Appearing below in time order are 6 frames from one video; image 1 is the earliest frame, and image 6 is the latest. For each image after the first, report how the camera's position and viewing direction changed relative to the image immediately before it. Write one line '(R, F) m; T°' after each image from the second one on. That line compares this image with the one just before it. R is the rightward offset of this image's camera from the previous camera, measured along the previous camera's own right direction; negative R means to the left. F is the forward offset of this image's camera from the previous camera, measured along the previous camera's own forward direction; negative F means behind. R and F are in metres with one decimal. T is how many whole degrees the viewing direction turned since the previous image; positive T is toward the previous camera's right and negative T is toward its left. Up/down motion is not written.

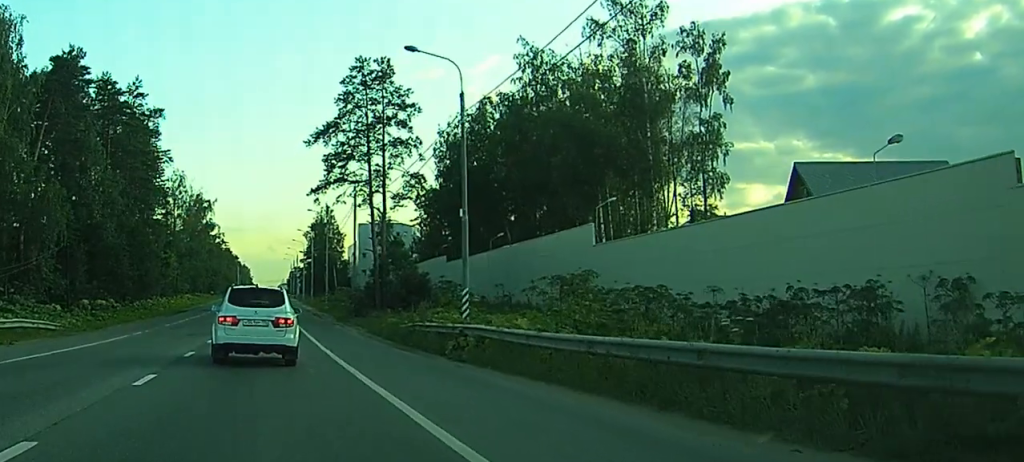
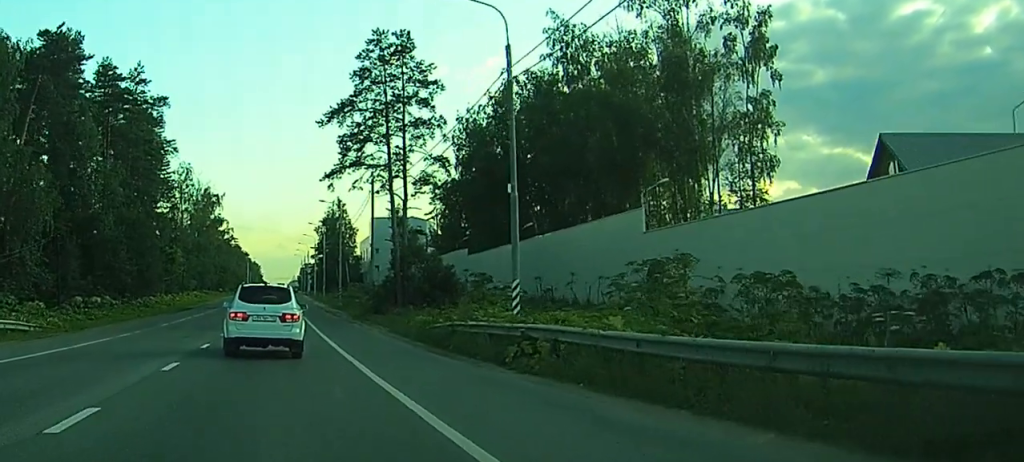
(+0.1, +4.4) m; -2°
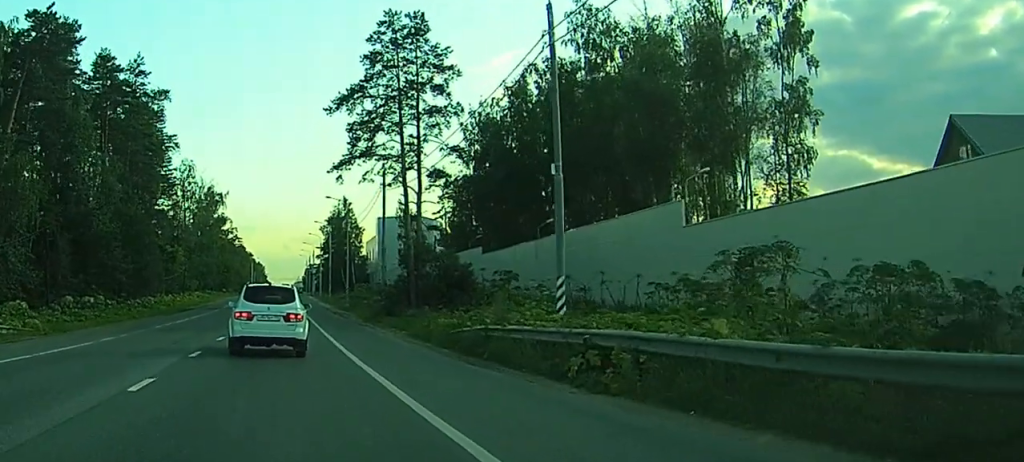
(-0.1, +3.3) m; -3°
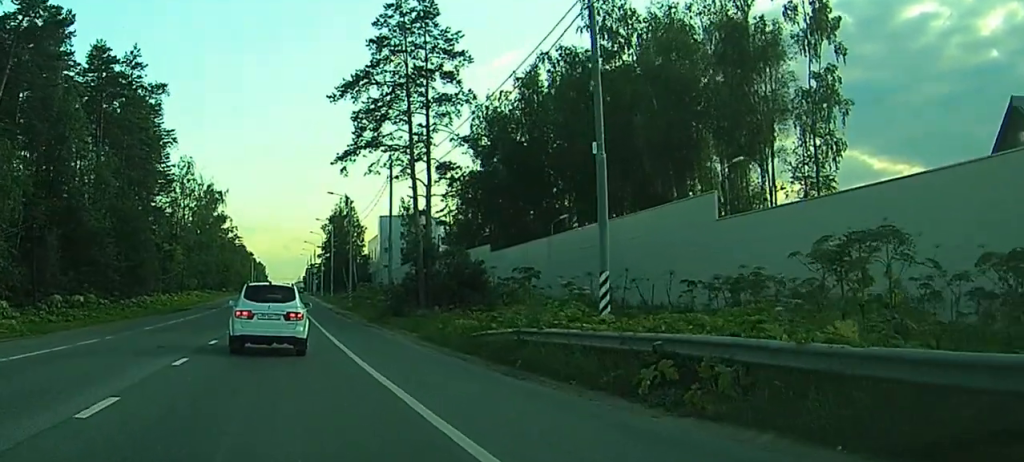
(-0.1, +2.7) m; -2°
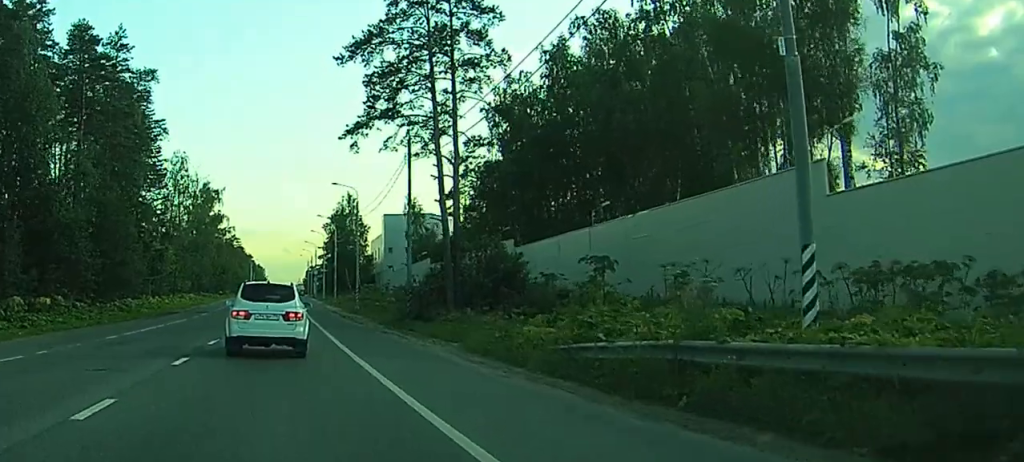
(-0.2, +6.9) m; 0°
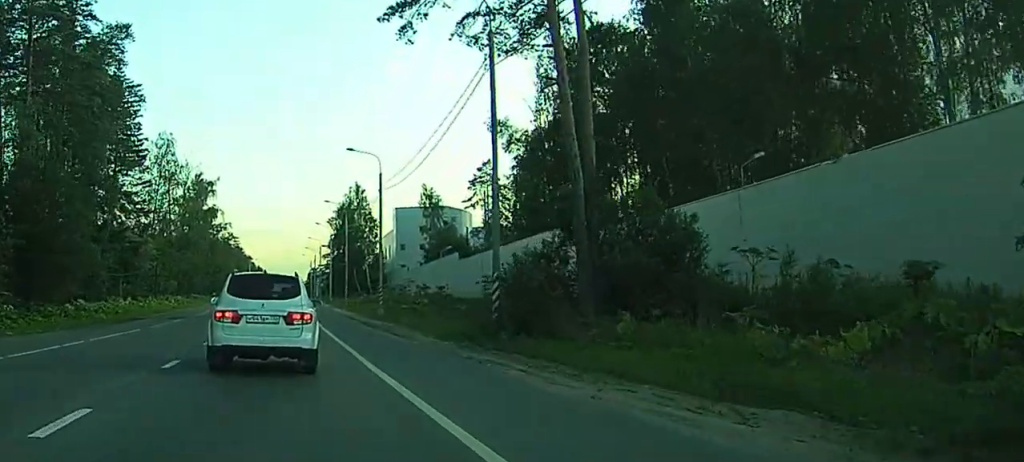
(+0.5, +14.8) m; +1°
